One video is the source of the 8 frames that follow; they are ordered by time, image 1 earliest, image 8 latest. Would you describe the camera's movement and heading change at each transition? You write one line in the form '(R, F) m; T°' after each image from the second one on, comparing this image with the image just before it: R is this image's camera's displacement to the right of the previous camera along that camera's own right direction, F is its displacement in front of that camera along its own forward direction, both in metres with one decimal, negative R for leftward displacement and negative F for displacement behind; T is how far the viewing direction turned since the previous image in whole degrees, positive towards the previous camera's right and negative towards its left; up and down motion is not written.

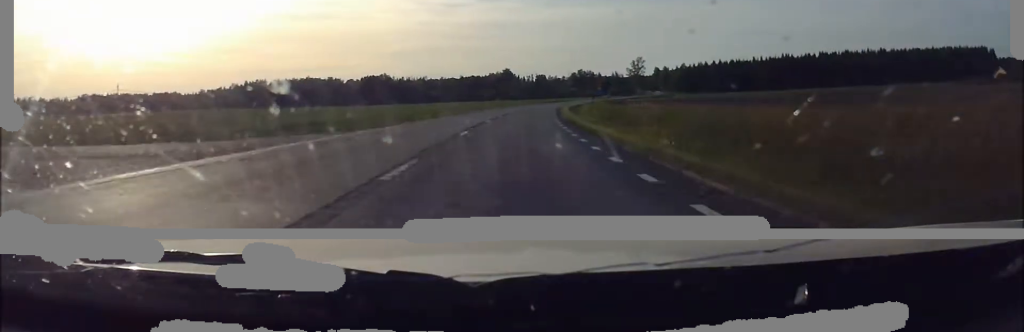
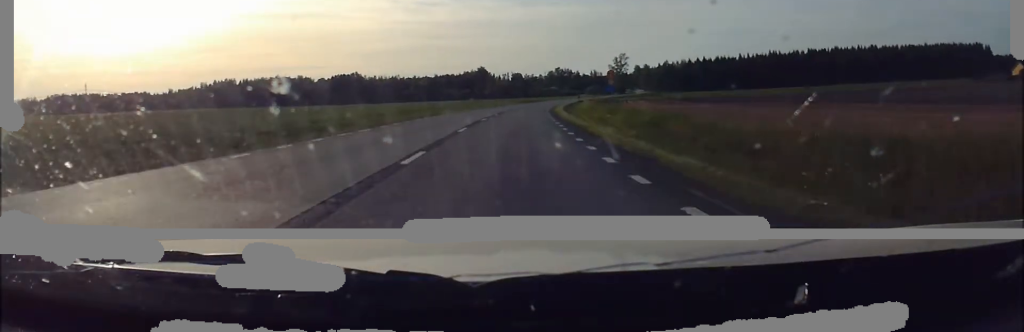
(+0.6, +26.7) m; +2°
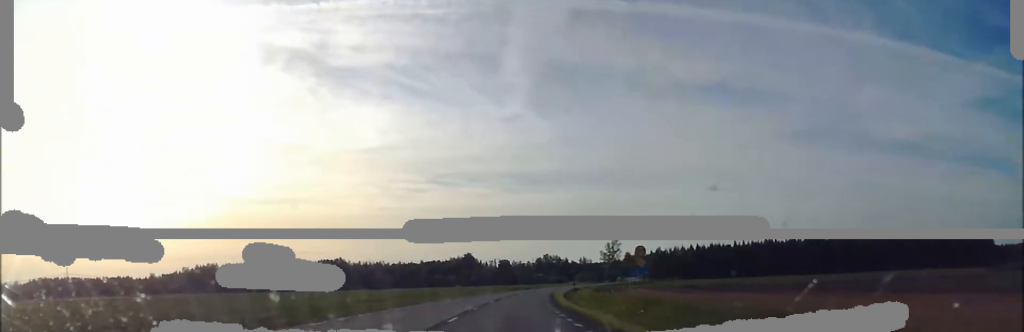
(+0.3, +21.1) m; +1°
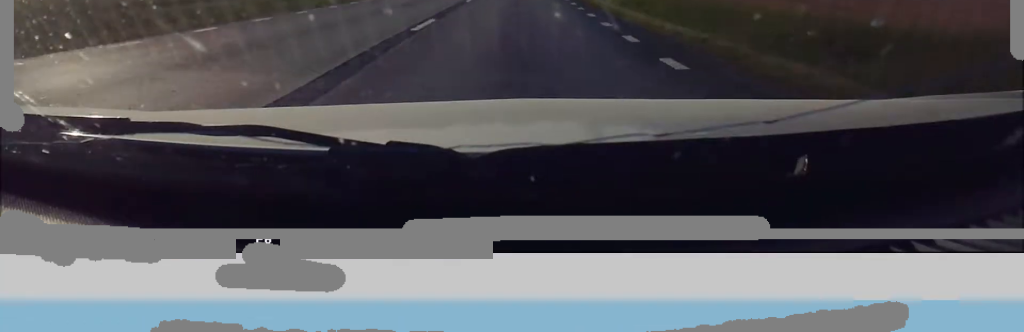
(+0.1, +13.7) m; 0°
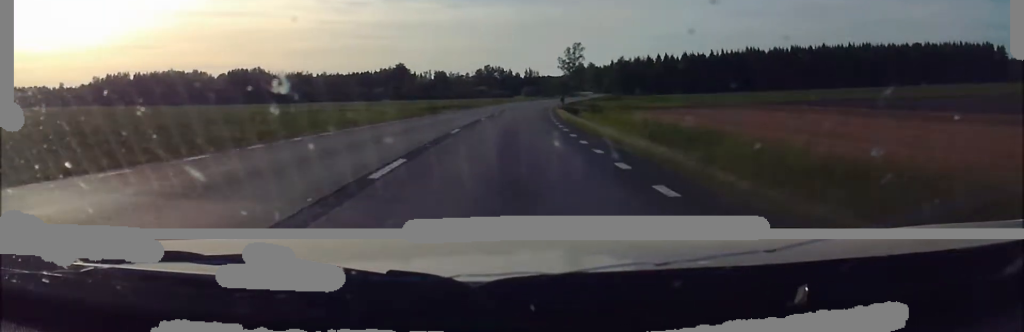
(+0.3, +36.3) m; +2°
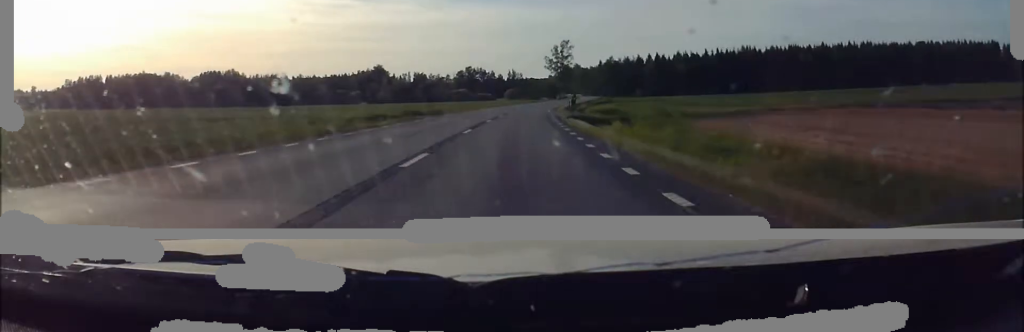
(+0.7, +26.1) m; +3°
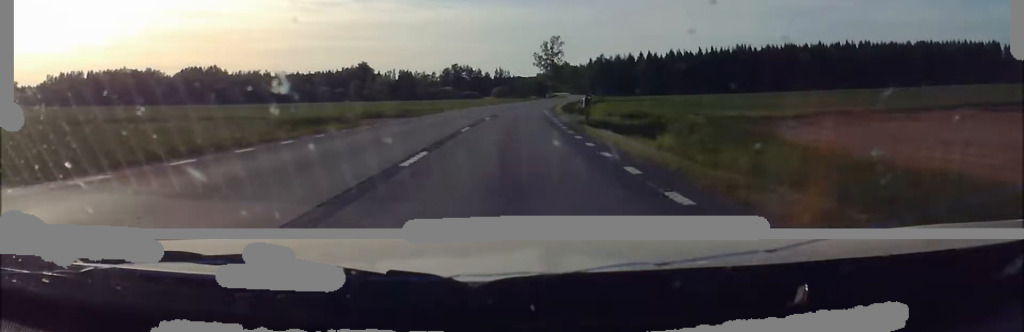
(+0.3, +13.8) m; +2°
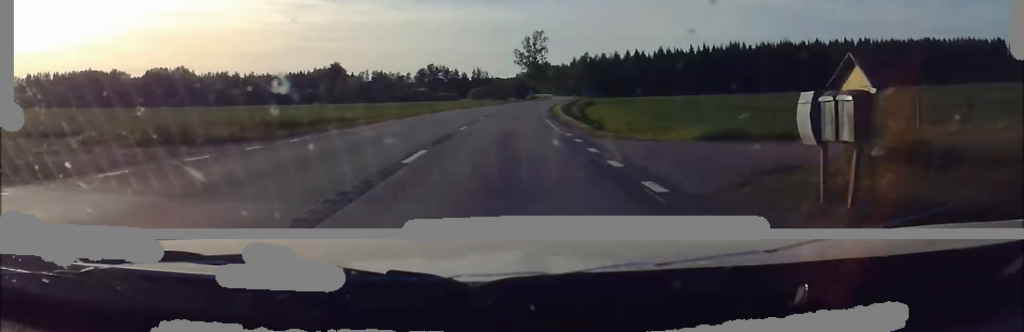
(+0.4, +25.5) m; +1°
